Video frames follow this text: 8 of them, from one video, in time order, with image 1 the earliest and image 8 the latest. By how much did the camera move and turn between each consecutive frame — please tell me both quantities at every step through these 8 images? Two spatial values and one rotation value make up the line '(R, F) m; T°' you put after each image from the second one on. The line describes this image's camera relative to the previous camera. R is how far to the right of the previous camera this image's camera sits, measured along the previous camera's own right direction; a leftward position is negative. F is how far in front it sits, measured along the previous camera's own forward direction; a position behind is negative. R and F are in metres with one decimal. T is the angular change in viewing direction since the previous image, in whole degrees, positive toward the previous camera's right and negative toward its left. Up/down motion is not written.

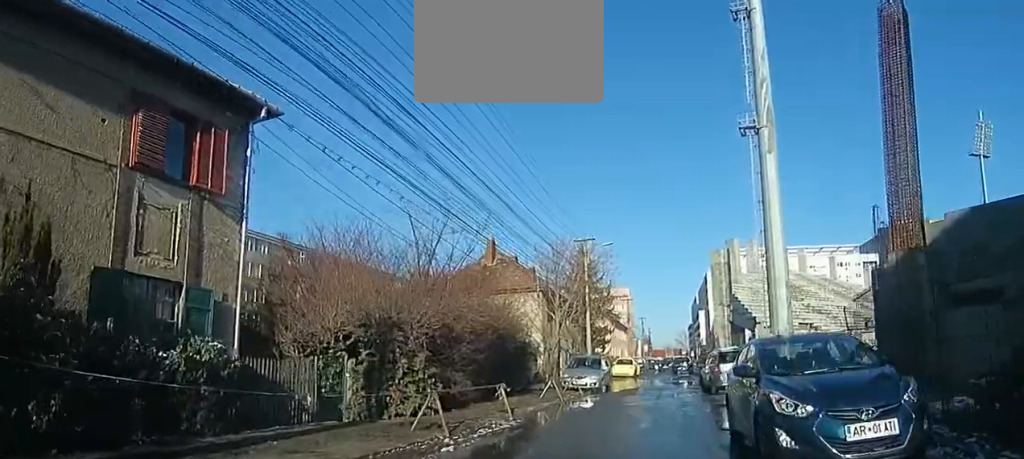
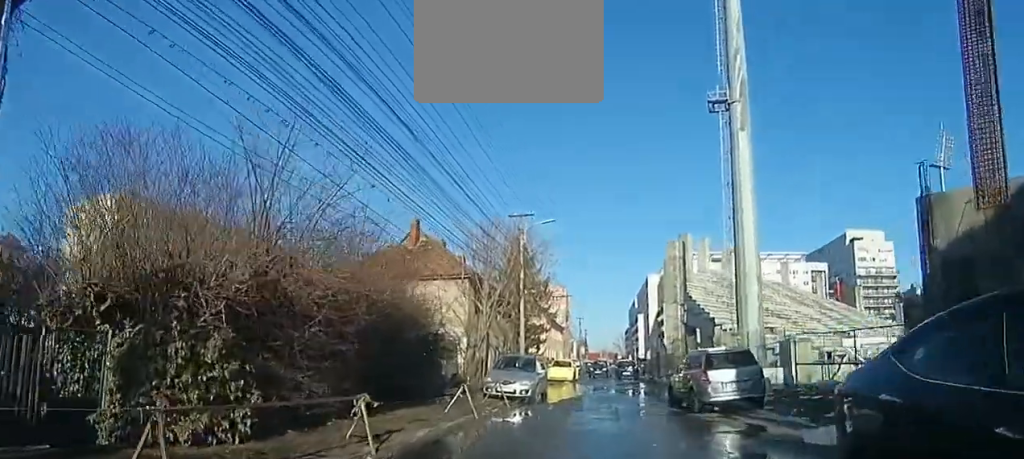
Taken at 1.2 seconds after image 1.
(+0.2, +4.5) m; +4°
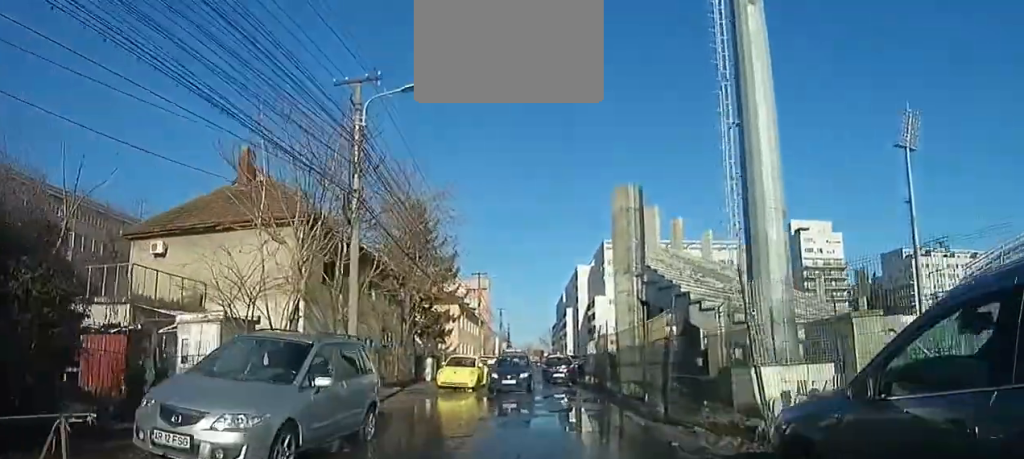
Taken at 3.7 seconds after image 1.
(+0.4, +10.5) m; -2°
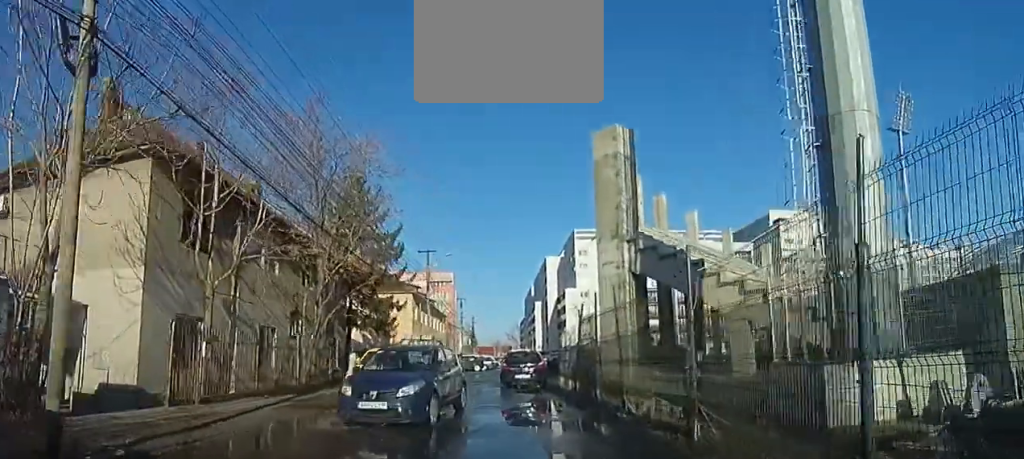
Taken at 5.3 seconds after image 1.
(-0.3, +6.6) m; -2°
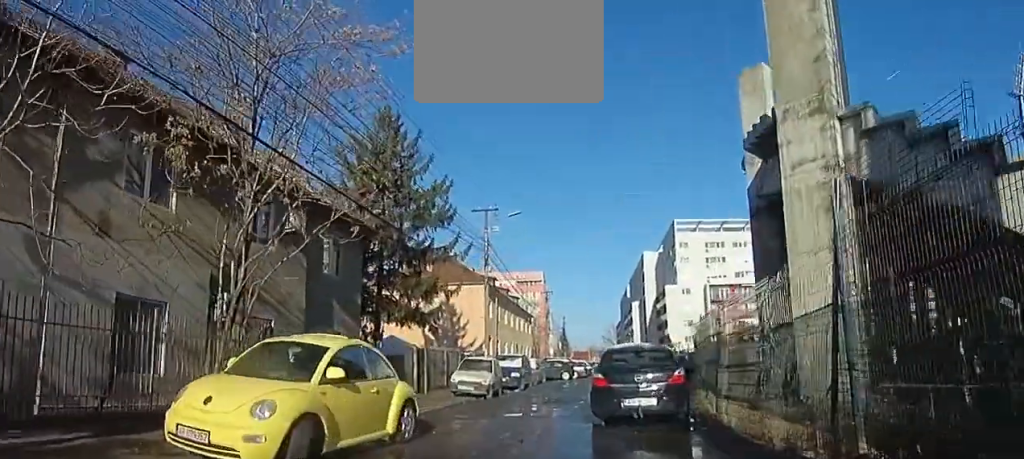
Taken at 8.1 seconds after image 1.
(+0.2, +10.7) m; -5°
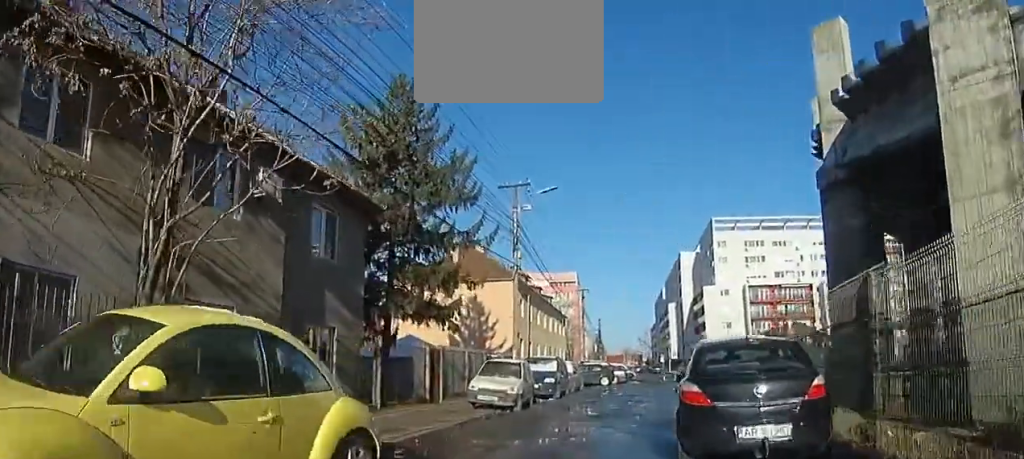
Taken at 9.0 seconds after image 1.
(-0.1, +3.5) m; -1°
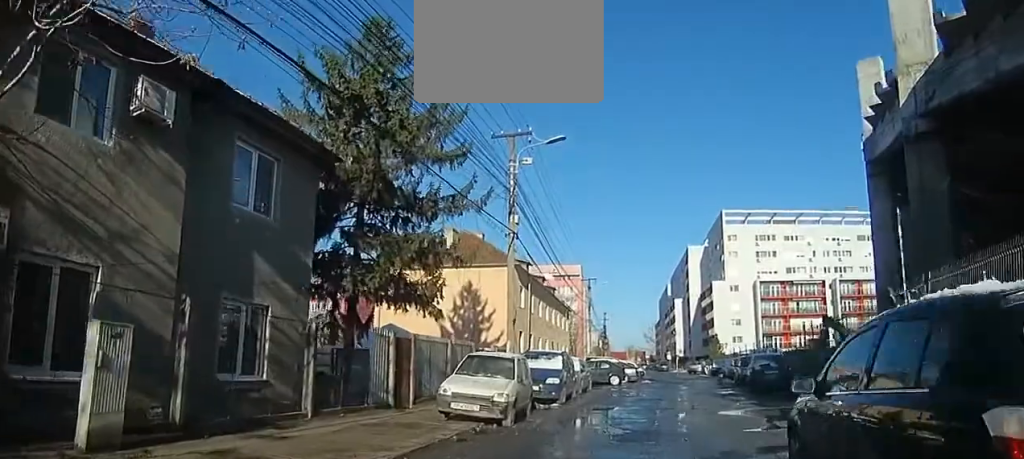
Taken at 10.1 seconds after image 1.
(-1.0, +4.1) m; +2°
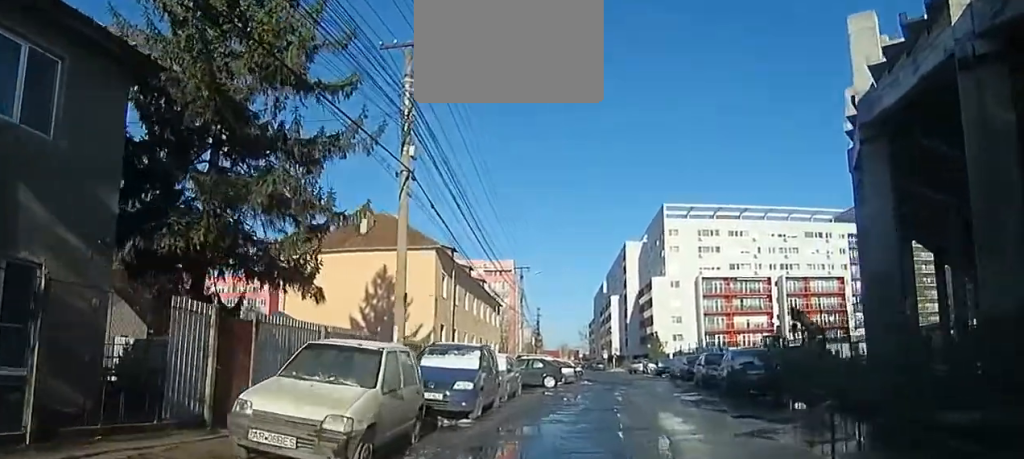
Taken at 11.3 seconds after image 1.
(+0.3, +4.7) m; +7°
